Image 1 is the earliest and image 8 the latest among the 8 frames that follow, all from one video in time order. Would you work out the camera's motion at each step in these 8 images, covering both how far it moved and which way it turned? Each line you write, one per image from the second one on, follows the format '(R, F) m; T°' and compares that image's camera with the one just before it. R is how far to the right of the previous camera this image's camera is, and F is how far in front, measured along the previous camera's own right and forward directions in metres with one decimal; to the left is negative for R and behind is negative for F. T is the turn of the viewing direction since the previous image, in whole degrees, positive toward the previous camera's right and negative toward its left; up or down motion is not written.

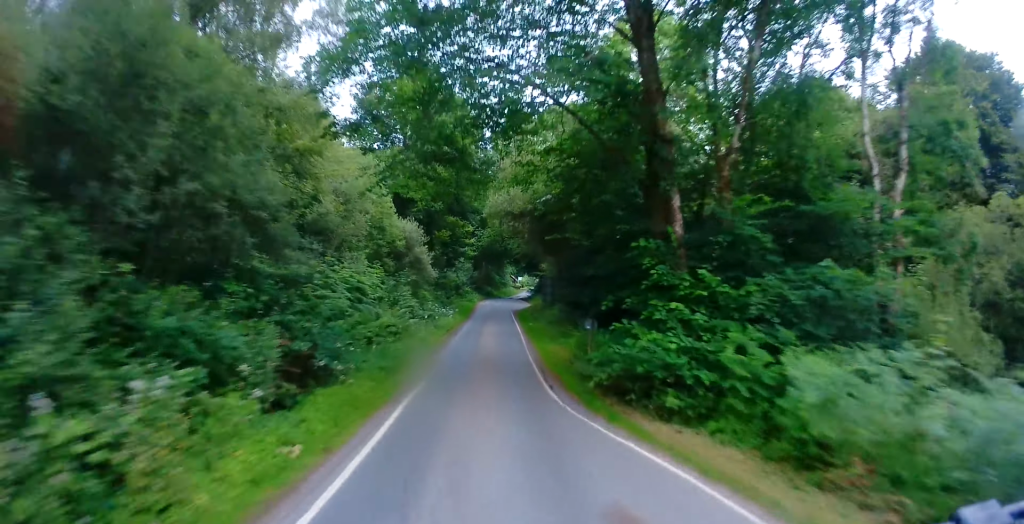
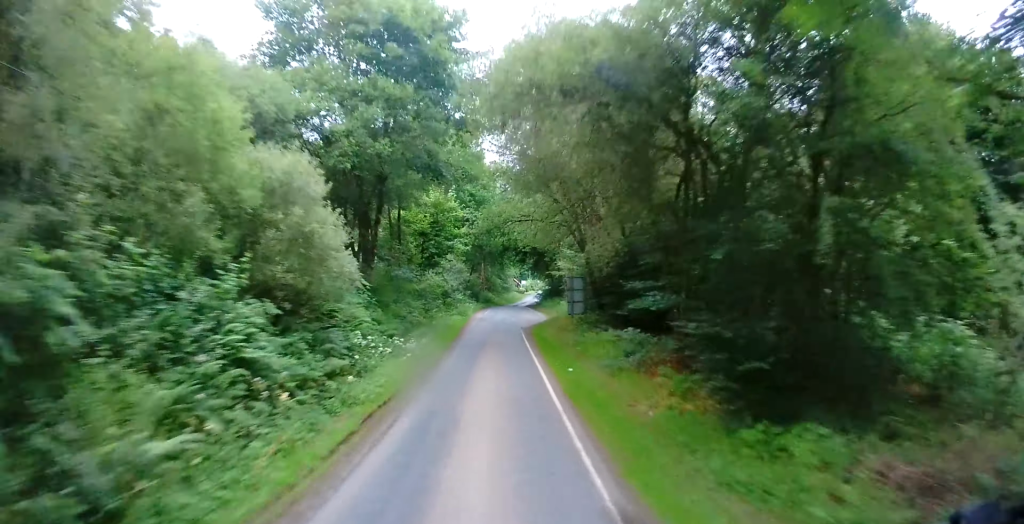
(+0.3, +15.2) m; +1°
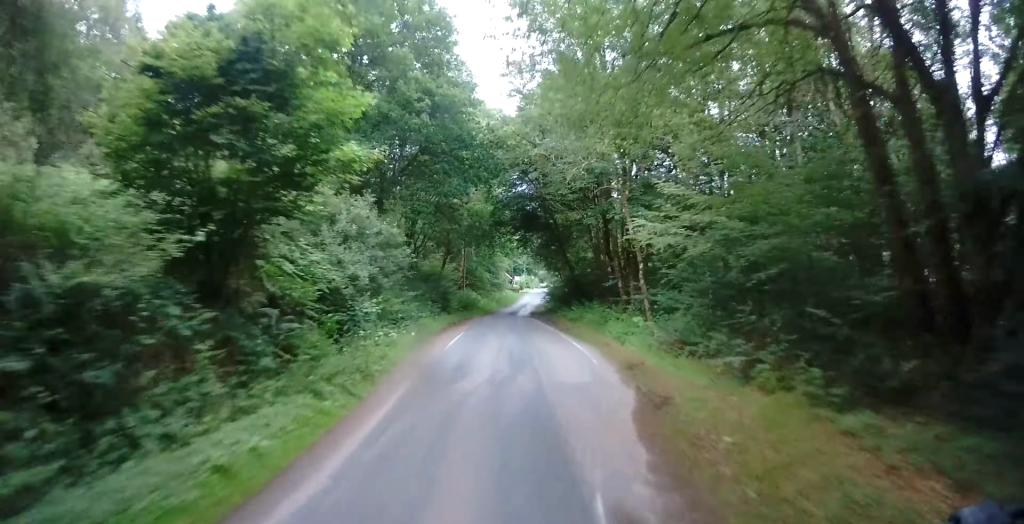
(+0.1, +27.7) m; 0°
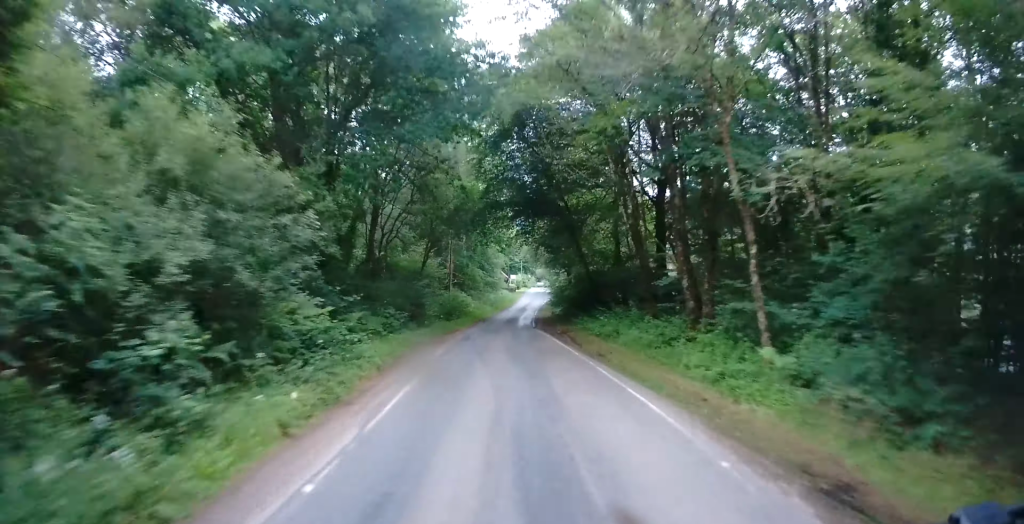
(+0.1, +10.5) m; 0°
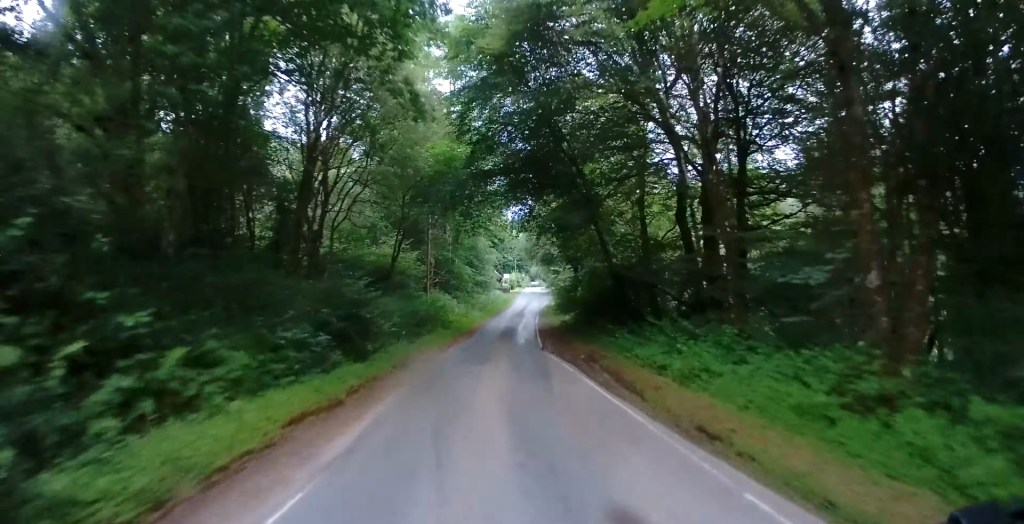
(-0.1, +9.3) m; 0°
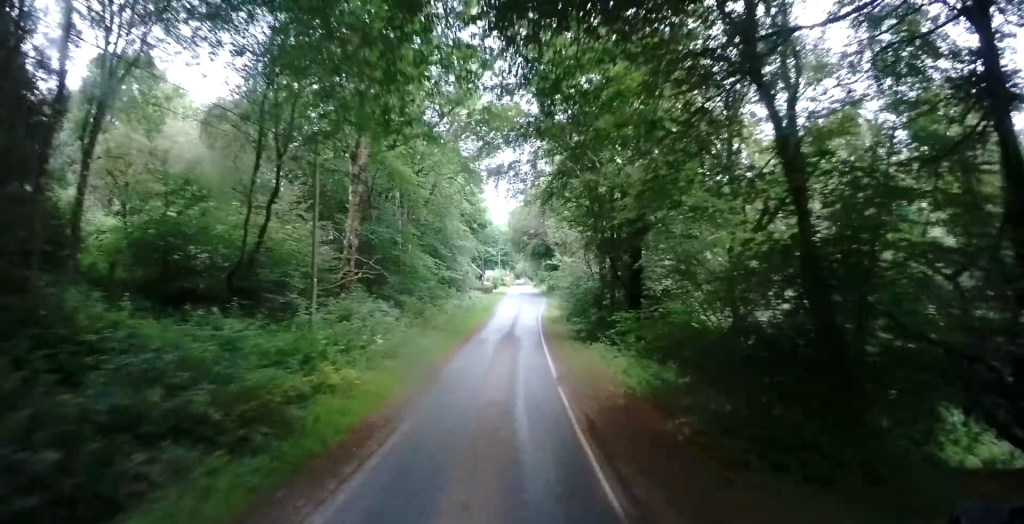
(-0.2, +18.1) m; 0°
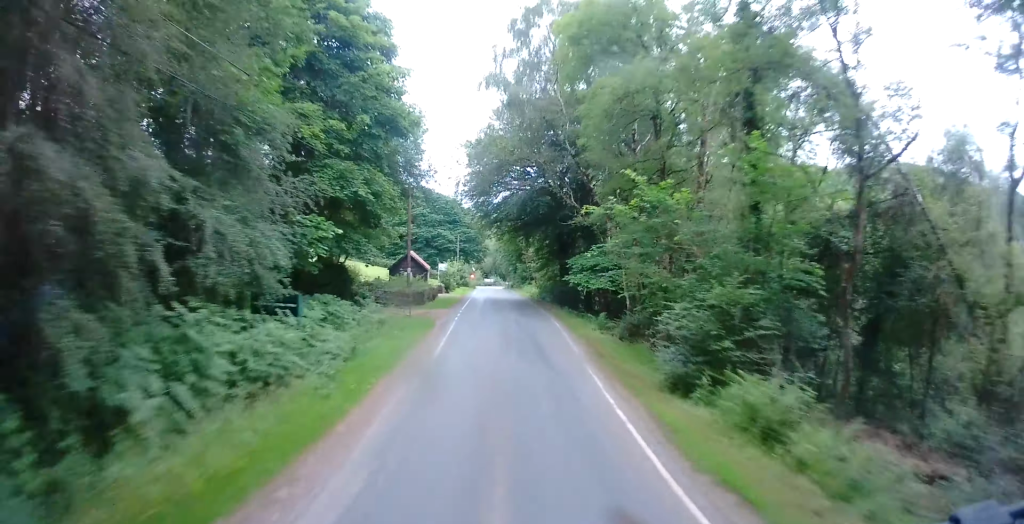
(+0.9, +39.1) m; +3°
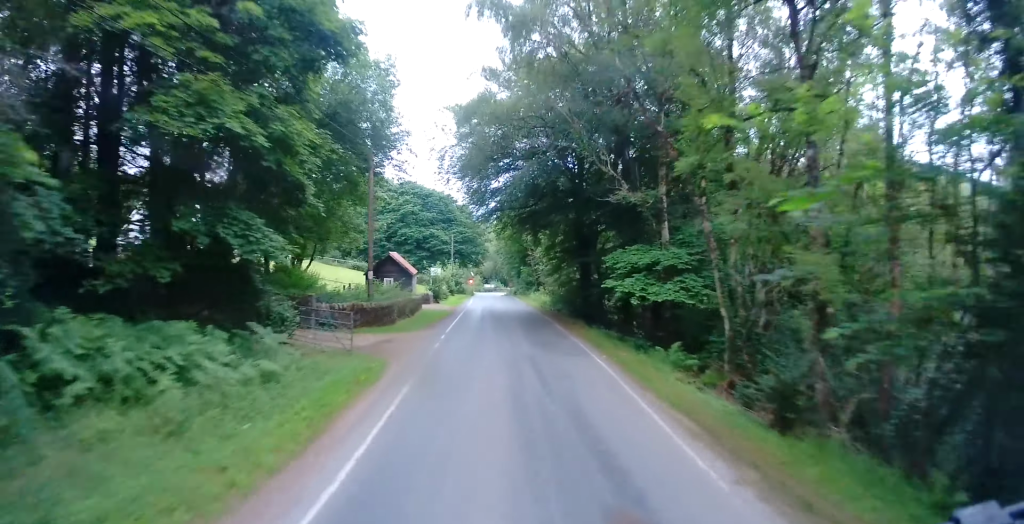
(+0.1, +10.1) m; 0°
